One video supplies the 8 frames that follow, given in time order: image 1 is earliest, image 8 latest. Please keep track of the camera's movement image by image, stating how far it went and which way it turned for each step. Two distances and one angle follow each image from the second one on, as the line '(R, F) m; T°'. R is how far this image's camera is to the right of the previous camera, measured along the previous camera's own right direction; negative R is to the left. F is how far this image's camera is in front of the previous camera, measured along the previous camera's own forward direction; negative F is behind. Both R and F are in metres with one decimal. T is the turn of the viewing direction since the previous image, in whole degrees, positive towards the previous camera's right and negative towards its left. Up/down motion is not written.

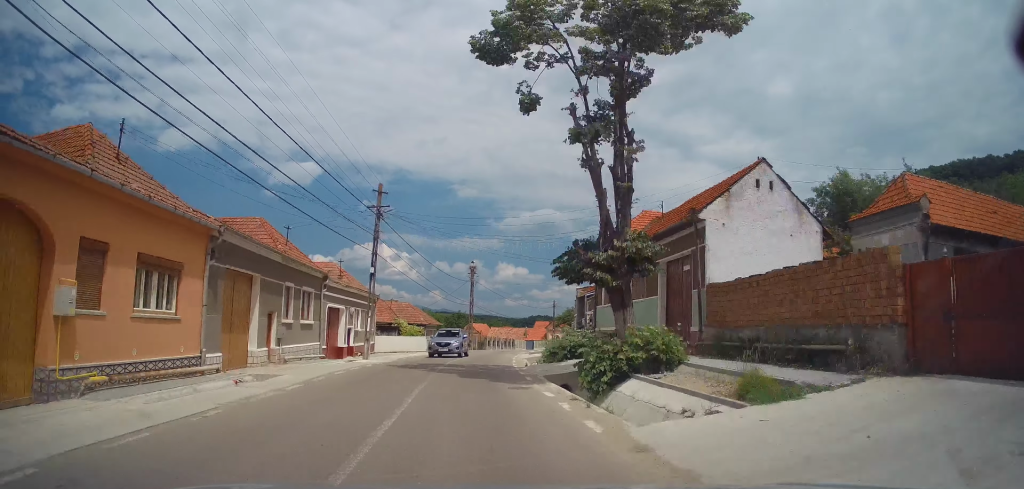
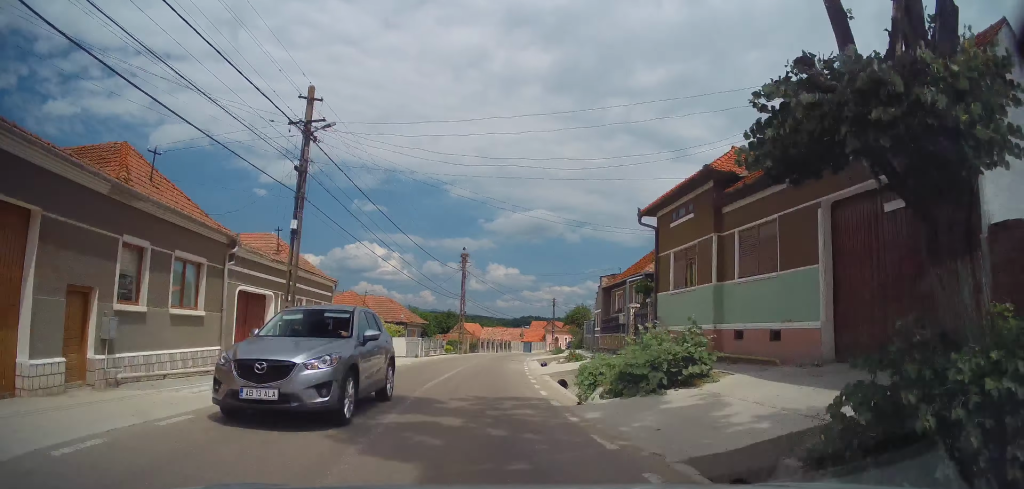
(+0.2, +10.5) m; 0°
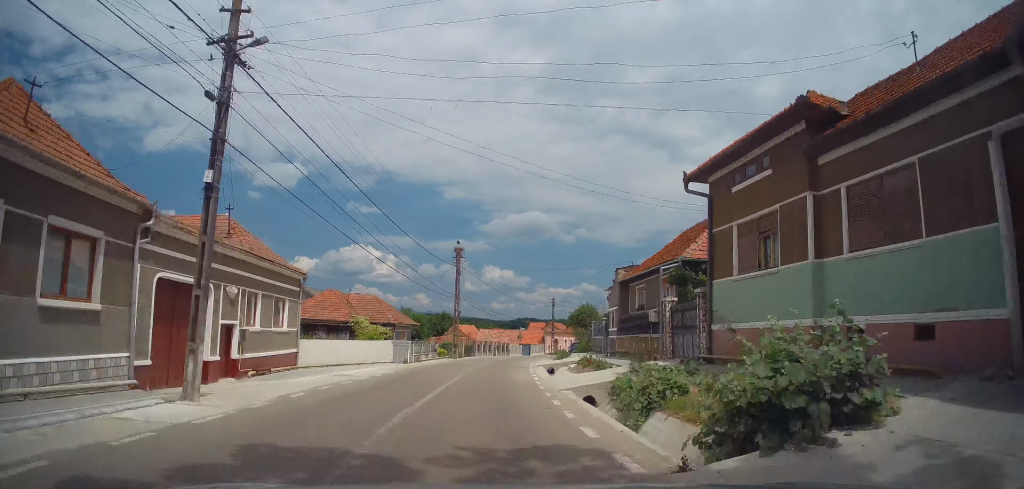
(0.0, +5.3) m; 0°
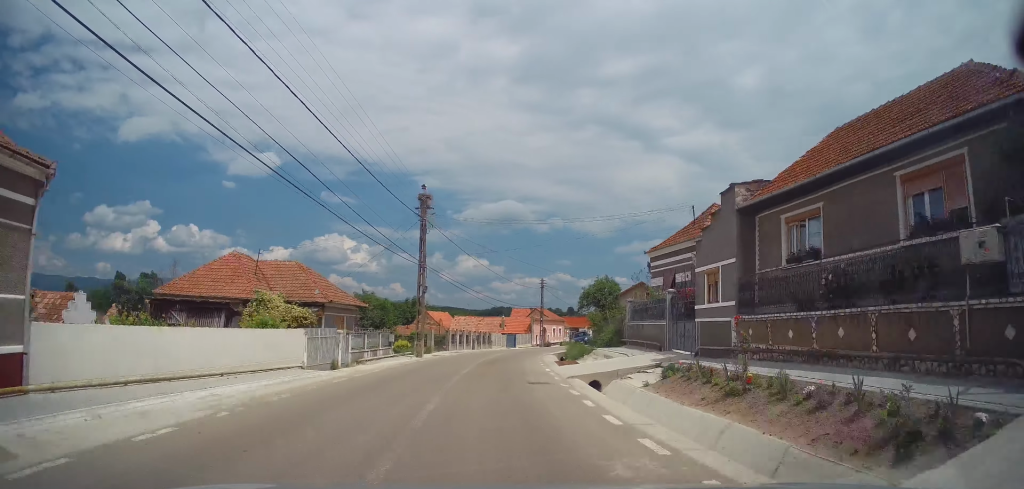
(0.0, +15.0) m; +2°
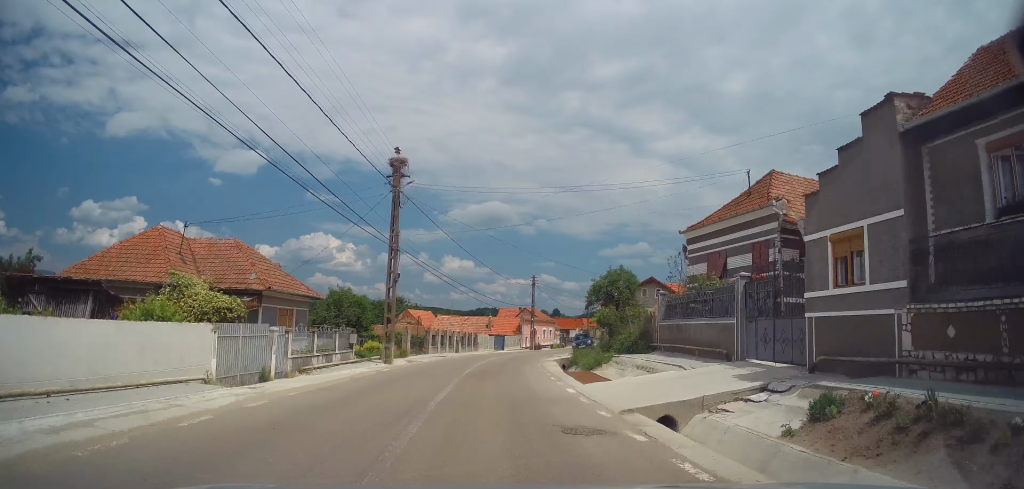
(+0.1, +6.8) m; +2°
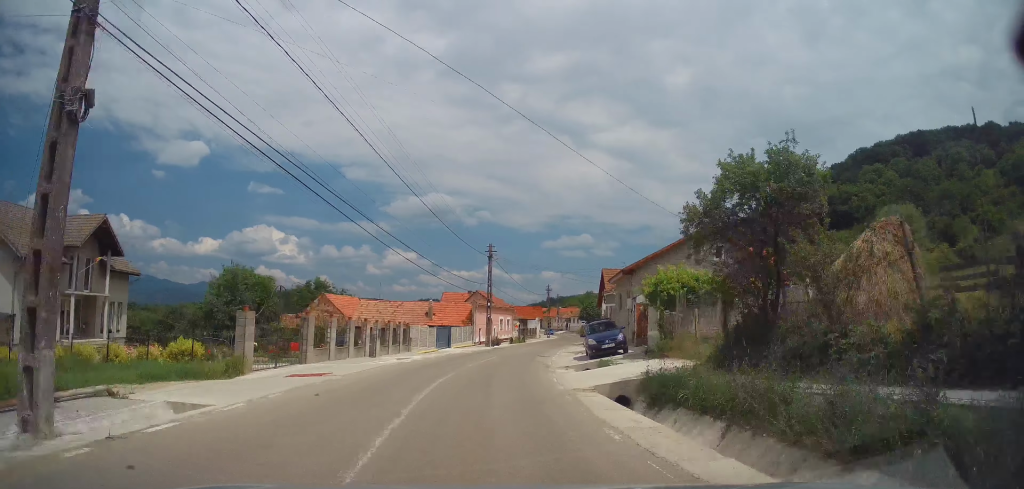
(+0.7, +19.8) m; +5°
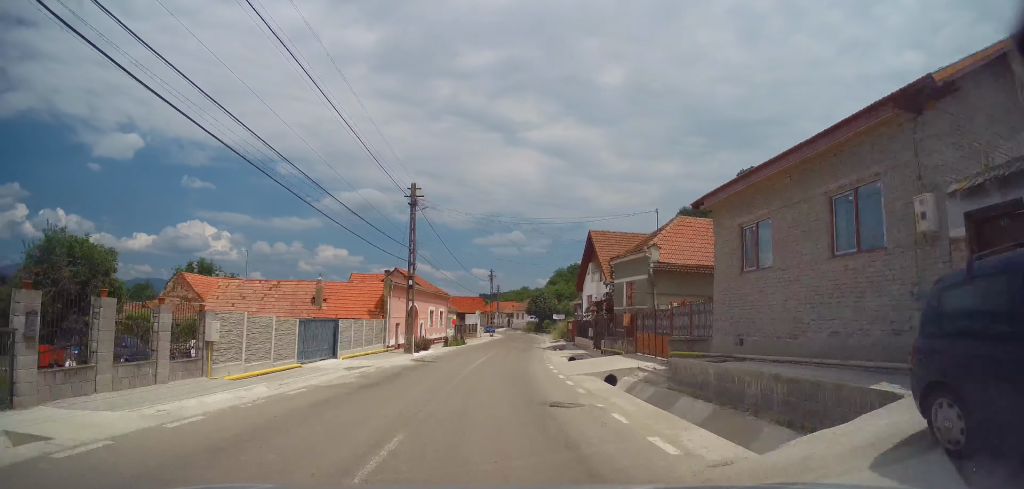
(+1.5, +21.5) m; +8°
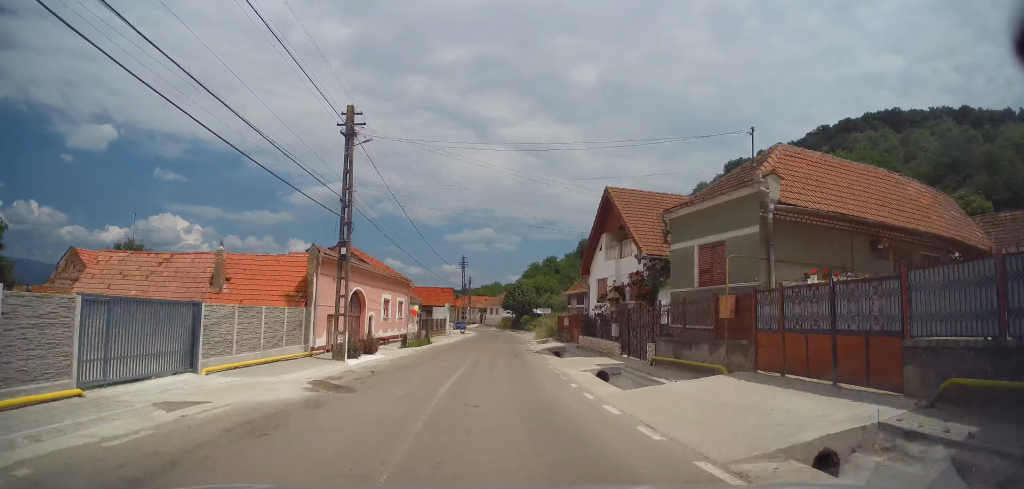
(+0.3, +10.8) m; +4°
